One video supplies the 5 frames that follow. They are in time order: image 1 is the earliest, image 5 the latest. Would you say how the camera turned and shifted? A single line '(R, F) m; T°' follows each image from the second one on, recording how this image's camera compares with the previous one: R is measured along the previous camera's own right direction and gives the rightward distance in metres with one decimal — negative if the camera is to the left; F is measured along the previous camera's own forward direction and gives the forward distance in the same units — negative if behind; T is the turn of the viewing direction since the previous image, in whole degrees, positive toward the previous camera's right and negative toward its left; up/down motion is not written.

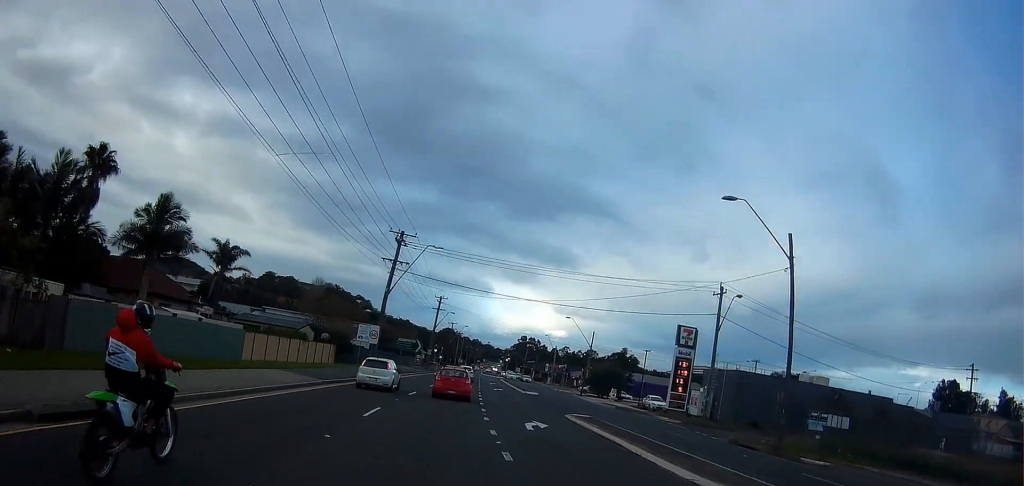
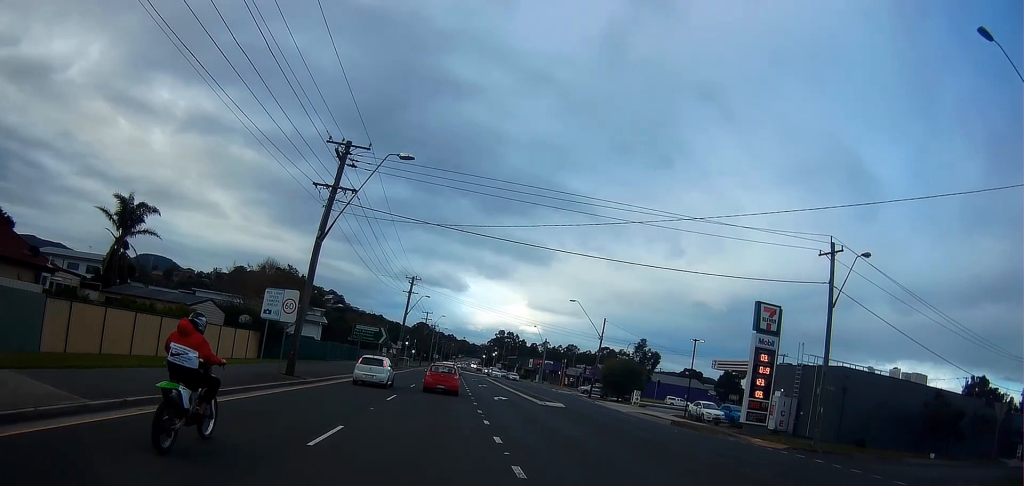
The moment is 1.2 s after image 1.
(+0.1, +17.4) m; +2°
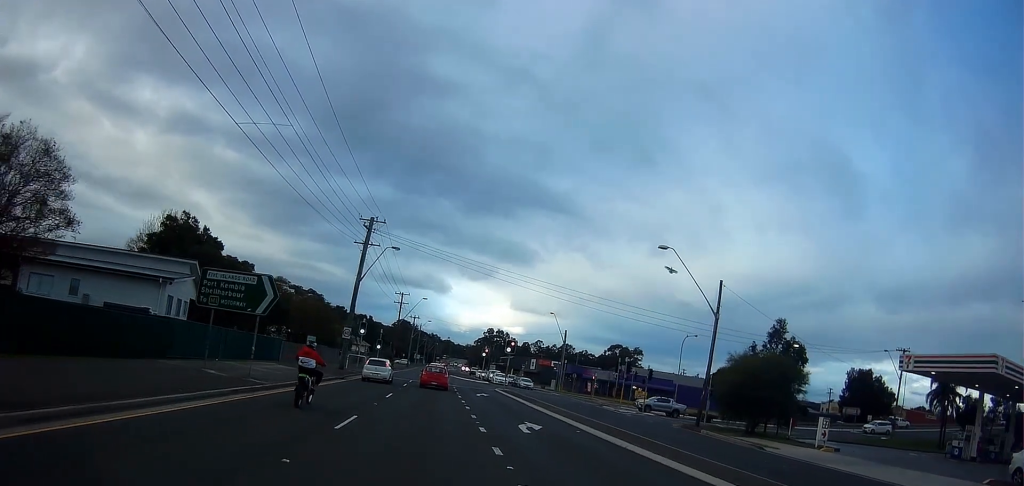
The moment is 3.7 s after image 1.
(+0.9, +33.7) m; +2°
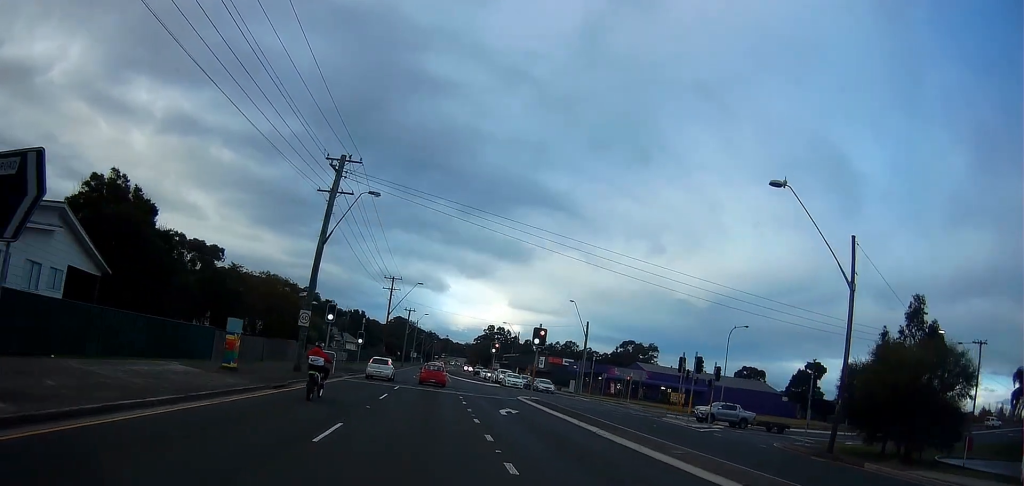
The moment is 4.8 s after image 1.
(+0.3, +14.4) m; 0°
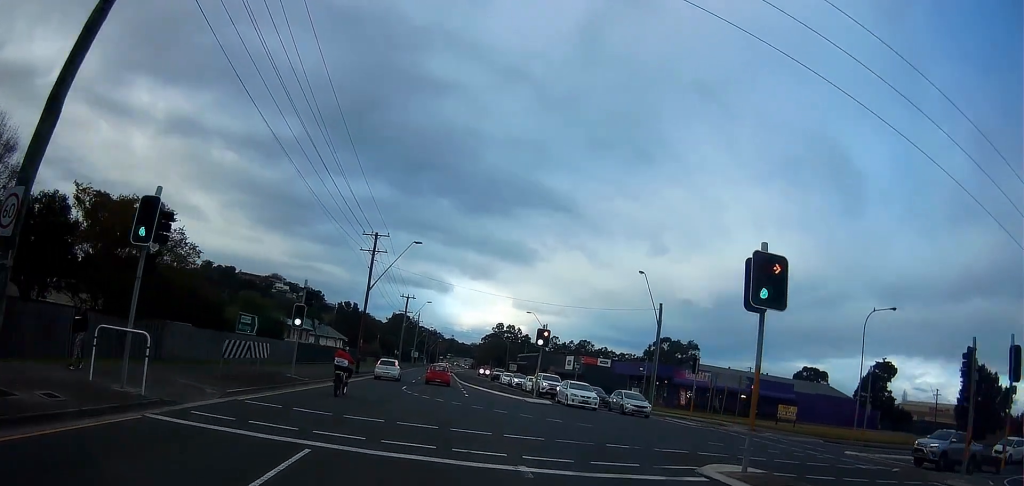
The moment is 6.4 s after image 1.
(-0.5, +24.1) m; -2°
